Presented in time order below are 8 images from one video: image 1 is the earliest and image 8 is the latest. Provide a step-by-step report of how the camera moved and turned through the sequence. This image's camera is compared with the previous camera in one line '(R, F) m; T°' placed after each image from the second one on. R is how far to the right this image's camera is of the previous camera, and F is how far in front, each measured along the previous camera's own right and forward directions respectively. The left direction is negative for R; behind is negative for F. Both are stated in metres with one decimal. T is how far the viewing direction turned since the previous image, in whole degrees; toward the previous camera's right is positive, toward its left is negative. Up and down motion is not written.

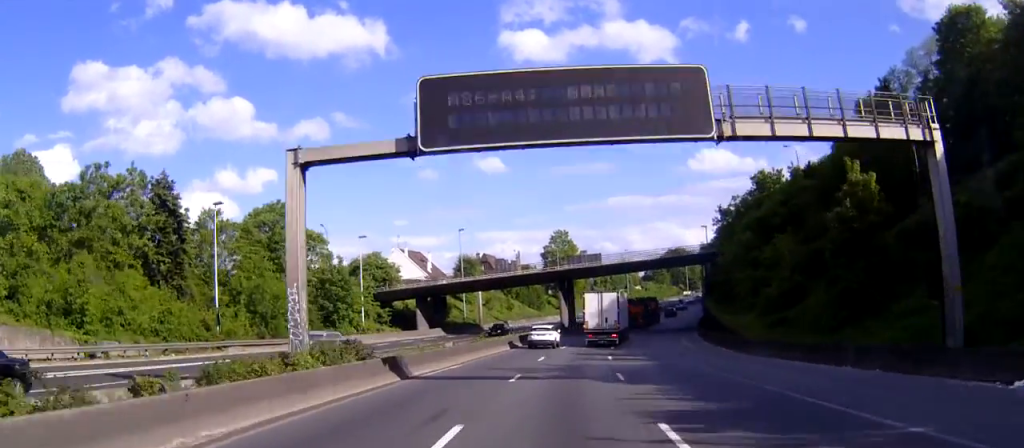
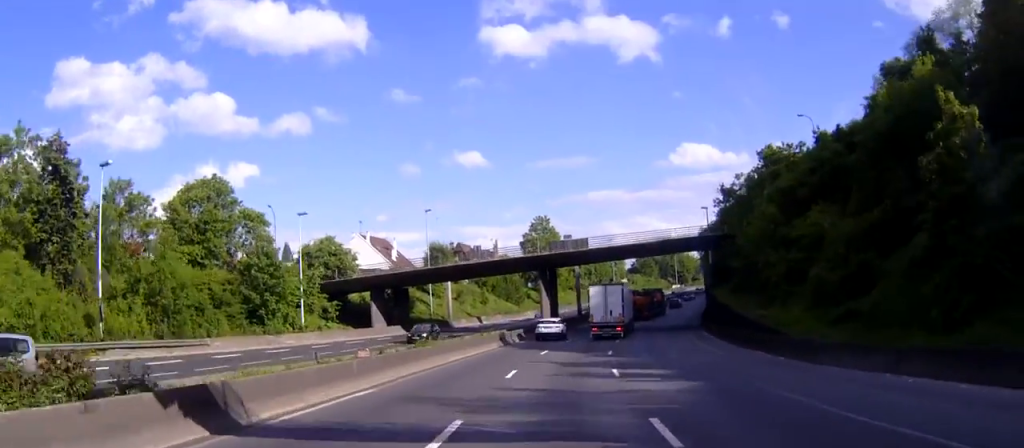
(+0.3, +12.7) m; +1°
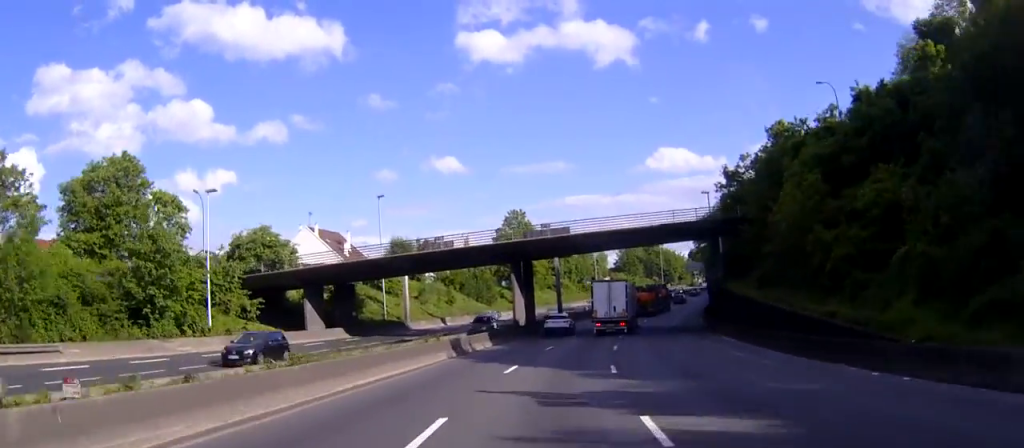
(+0.2, +13.4) m; +2°
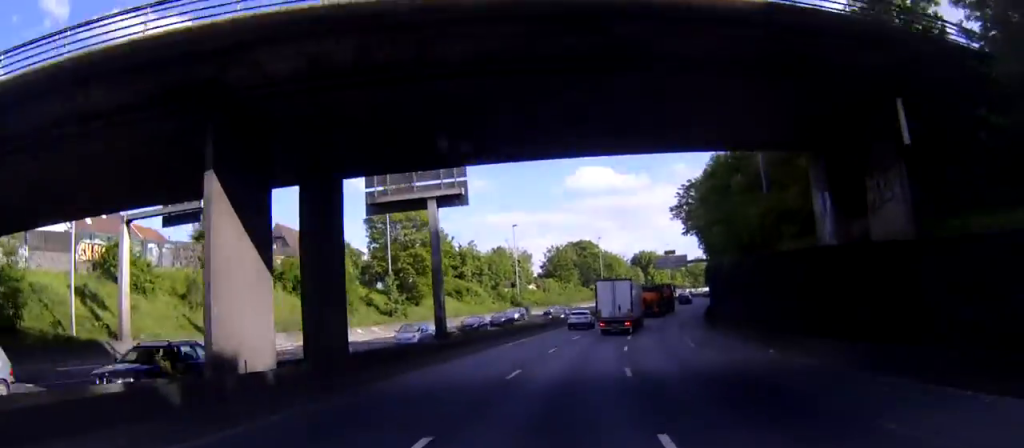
(+2.2, +41.7) m; +7°
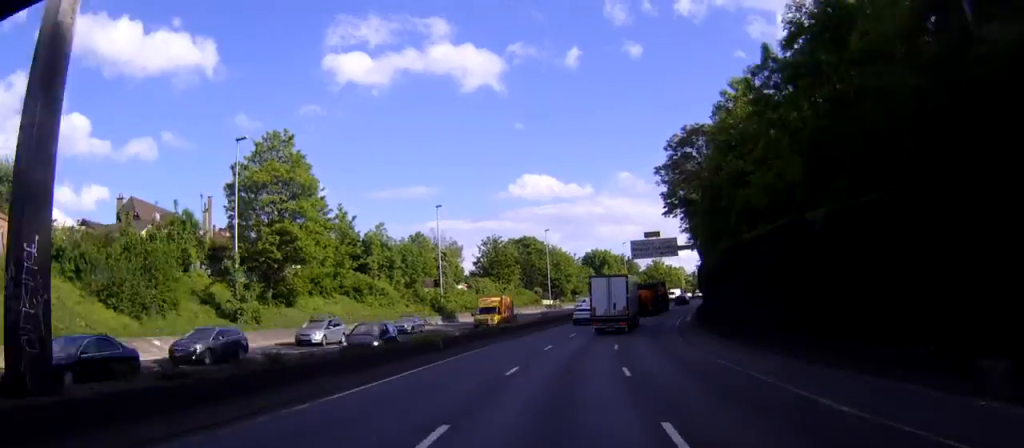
(+0.9, +25.9) m; +4°
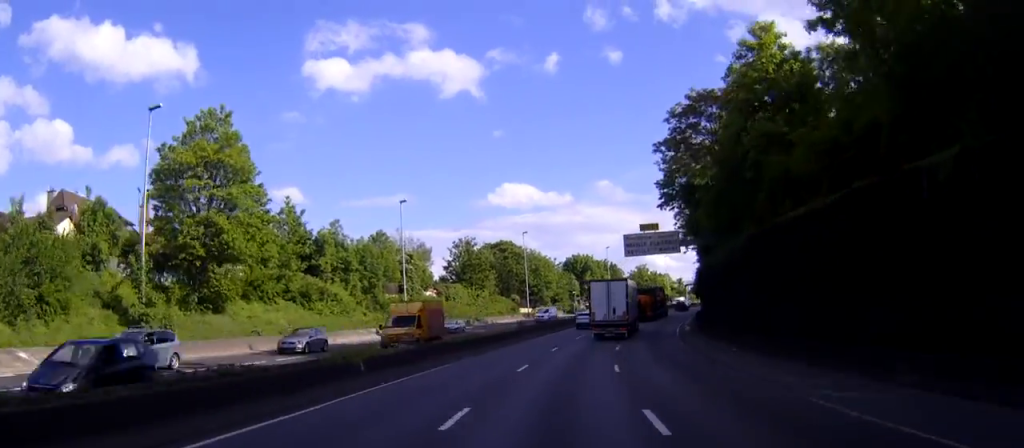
(+0.1, +10.1) m; +2°
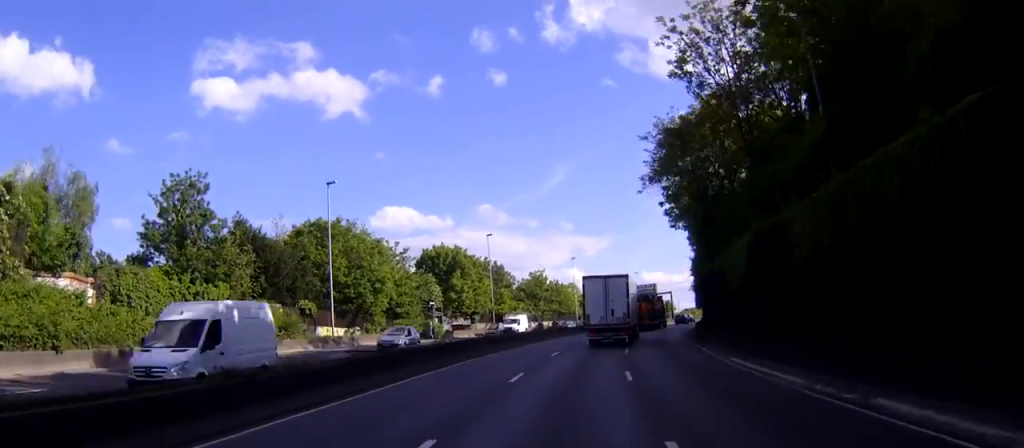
(+4.2, +58.5) m; +8°
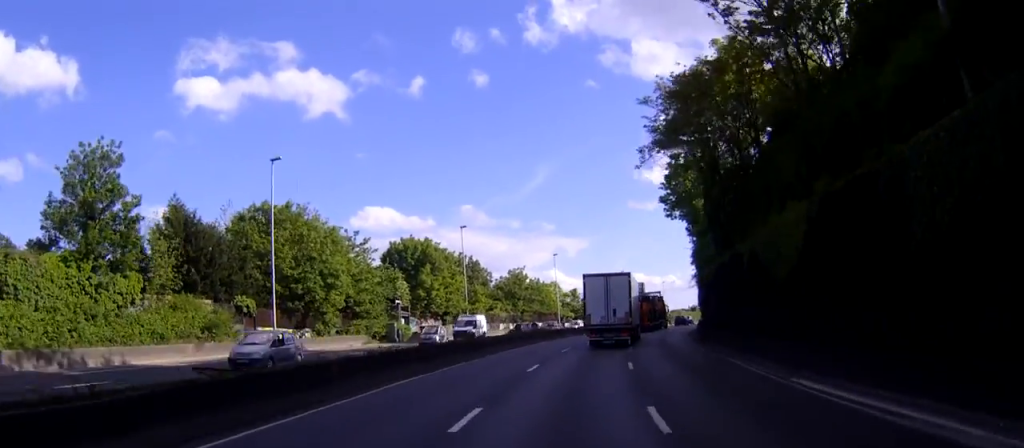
(+0.1, +9.5) m; +1°
